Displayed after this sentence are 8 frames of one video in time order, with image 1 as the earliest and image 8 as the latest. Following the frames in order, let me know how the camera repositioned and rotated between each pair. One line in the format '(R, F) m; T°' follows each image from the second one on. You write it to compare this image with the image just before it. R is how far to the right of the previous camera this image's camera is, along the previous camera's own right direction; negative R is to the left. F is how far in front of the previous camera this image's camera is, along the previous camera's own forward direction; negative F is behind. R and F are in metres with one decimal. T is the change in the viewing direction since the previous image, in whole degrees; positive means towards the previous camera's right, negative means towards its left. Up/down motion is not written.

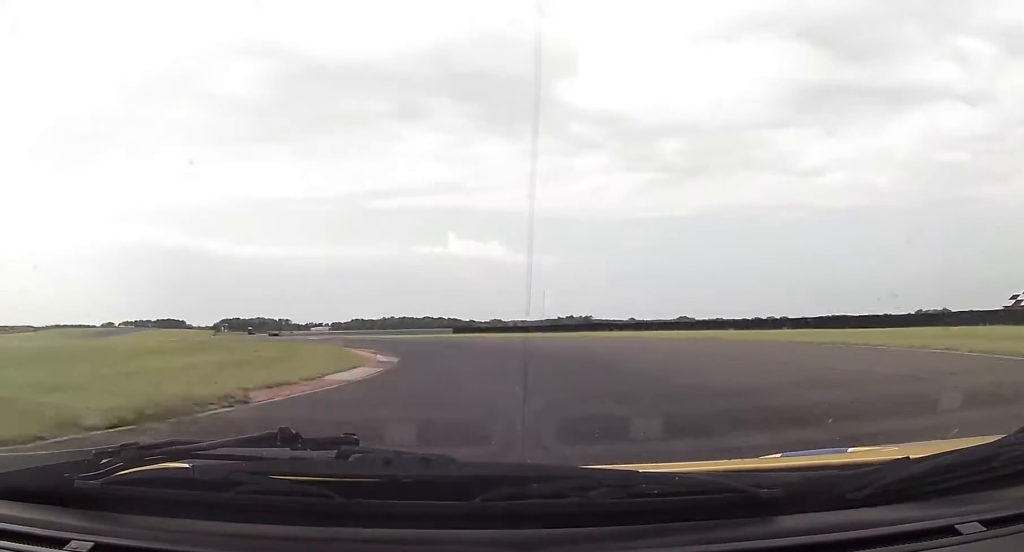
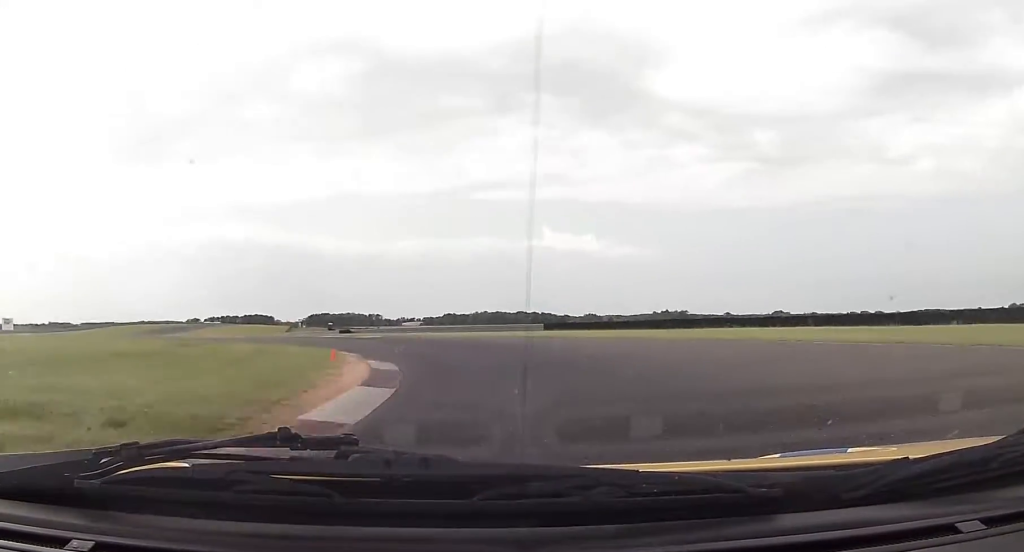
(+0.3, +12.6) m; -6°
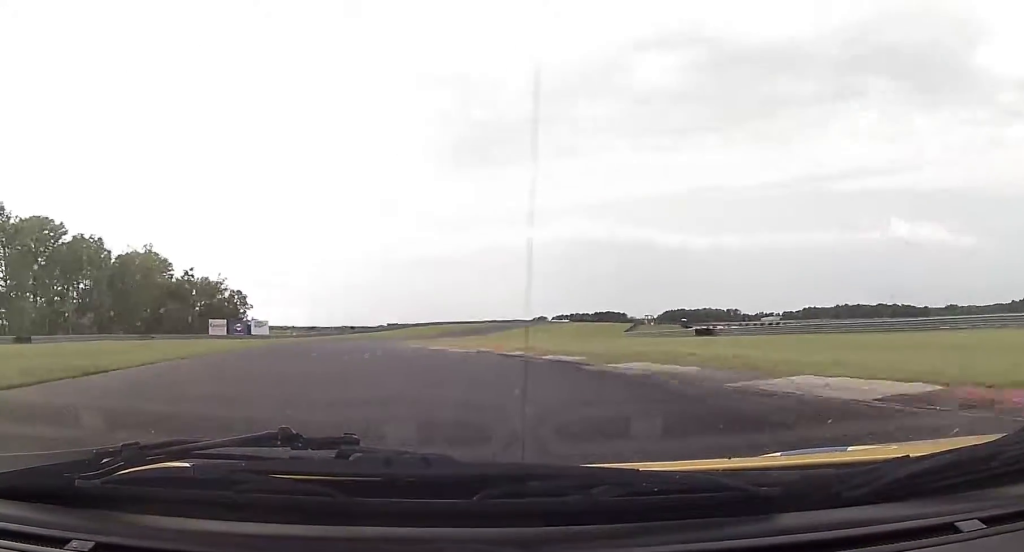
(-9.8, +39.7) m; -27°
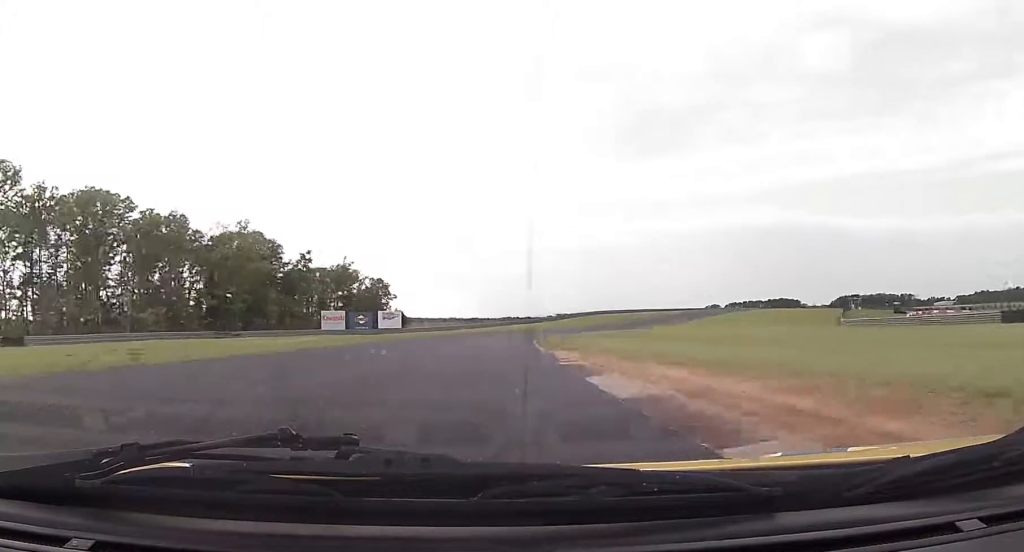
(-4.5, +28.4) m; -15°
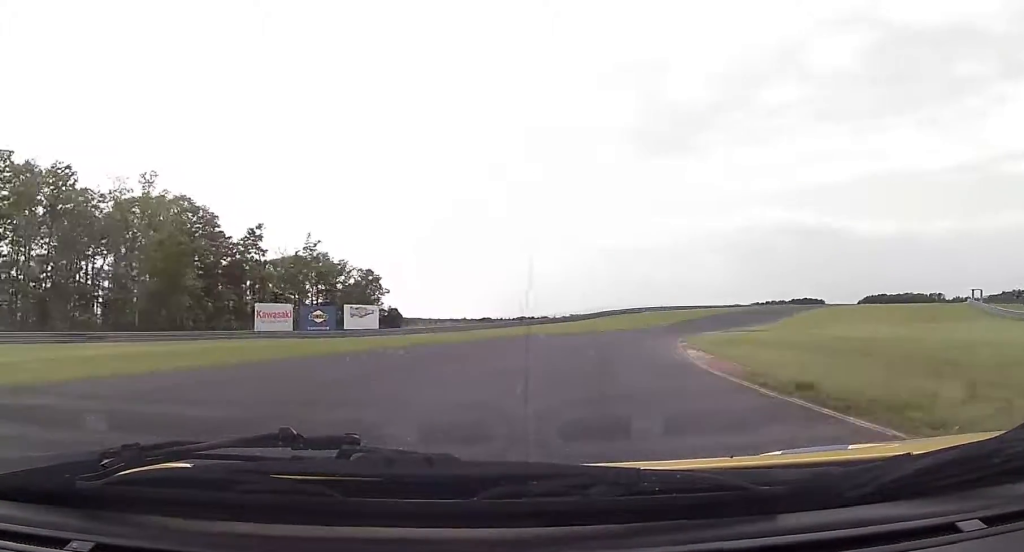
(-4.6, +37.7) m; -7°
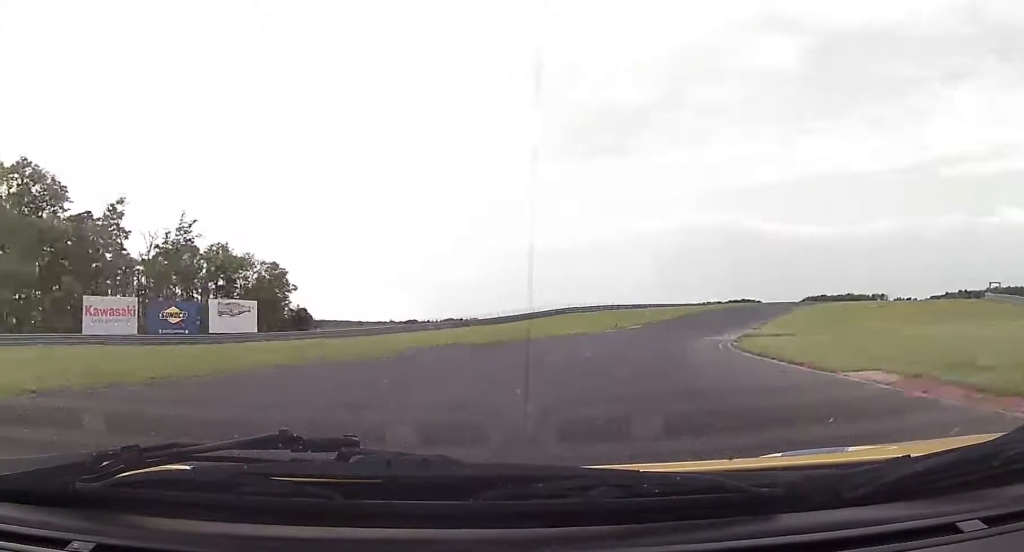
(+0.3, +22.3) m; +3°
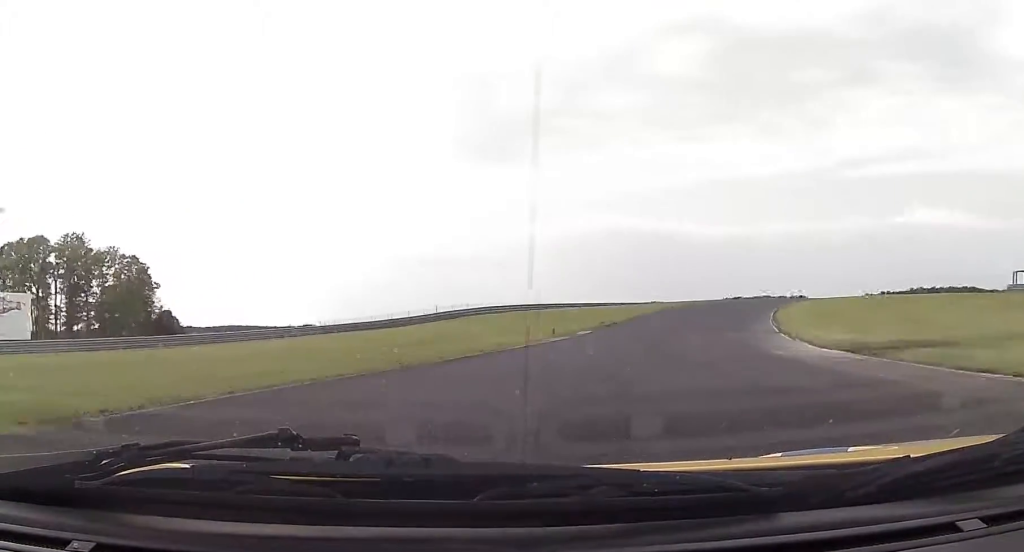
(+1.1, +24.5) m; +6°
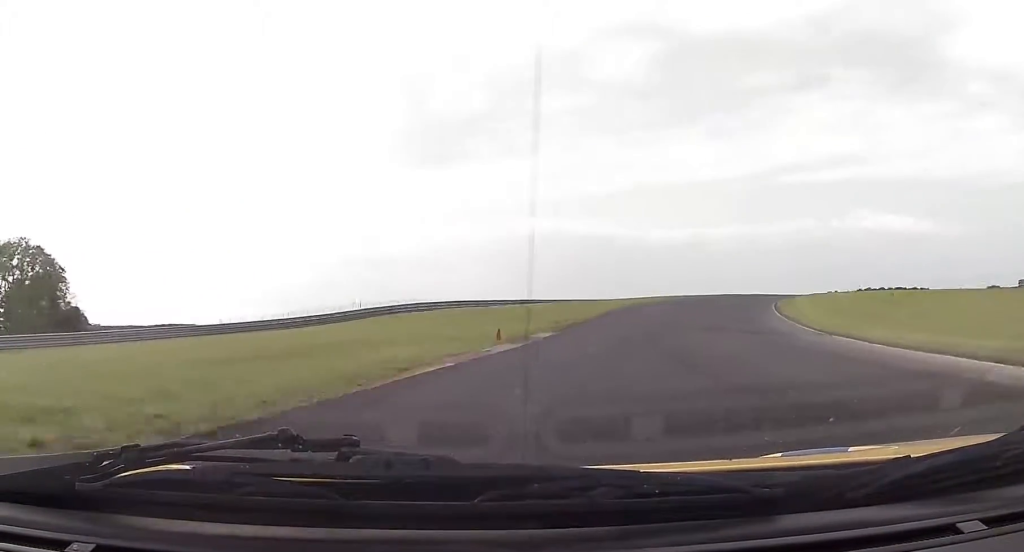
(+0.3, +13.3) m; +4°
